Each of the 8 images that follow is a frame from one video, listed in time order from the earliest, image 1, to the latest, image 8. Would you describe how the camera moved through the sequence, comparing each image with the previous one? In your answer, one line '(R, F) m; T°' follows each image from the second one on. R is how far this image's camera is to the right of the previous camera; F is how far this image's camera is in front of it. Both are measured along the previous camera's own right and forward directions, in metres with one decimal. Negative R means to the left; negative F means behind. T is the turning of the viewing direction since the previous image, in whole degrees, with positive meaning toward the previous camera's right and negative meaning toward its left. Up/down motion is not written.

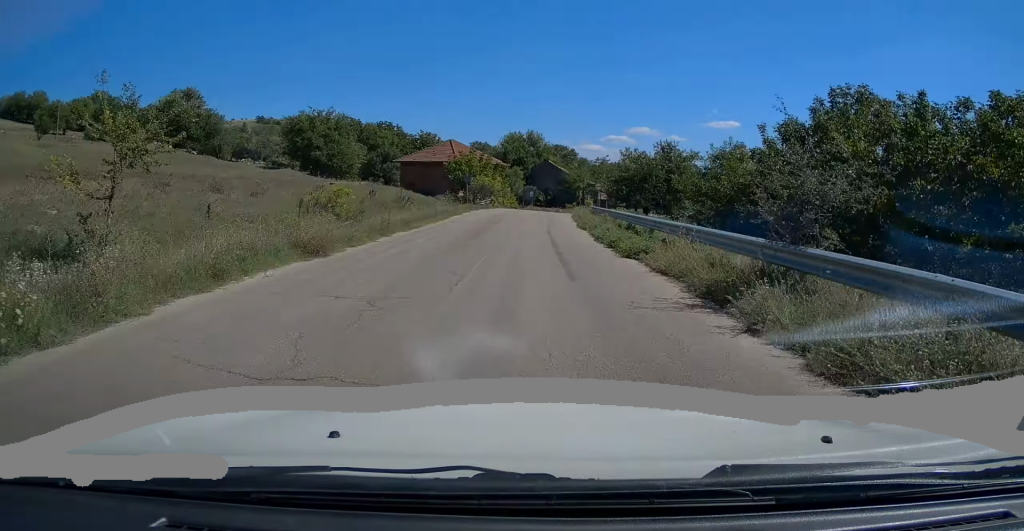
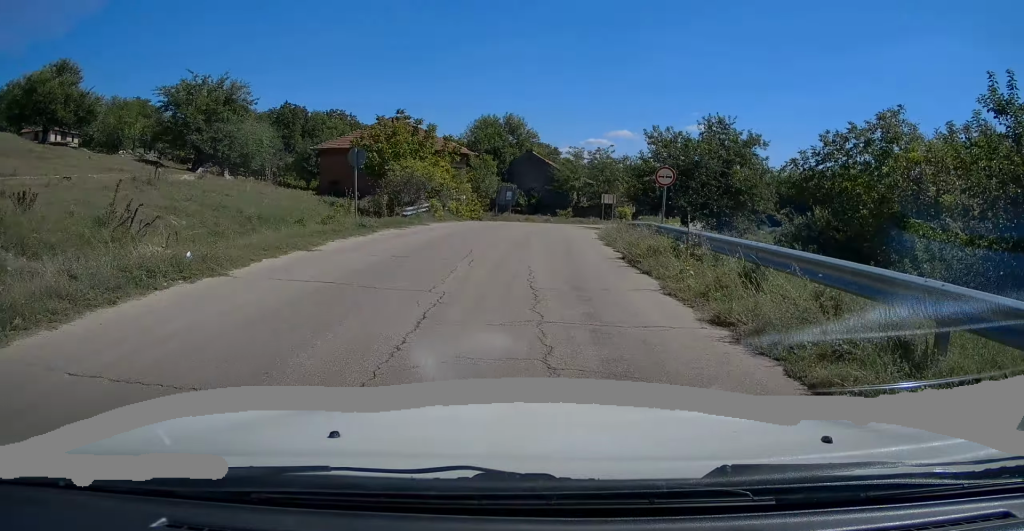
(+0.6, +24.4) m; +2°
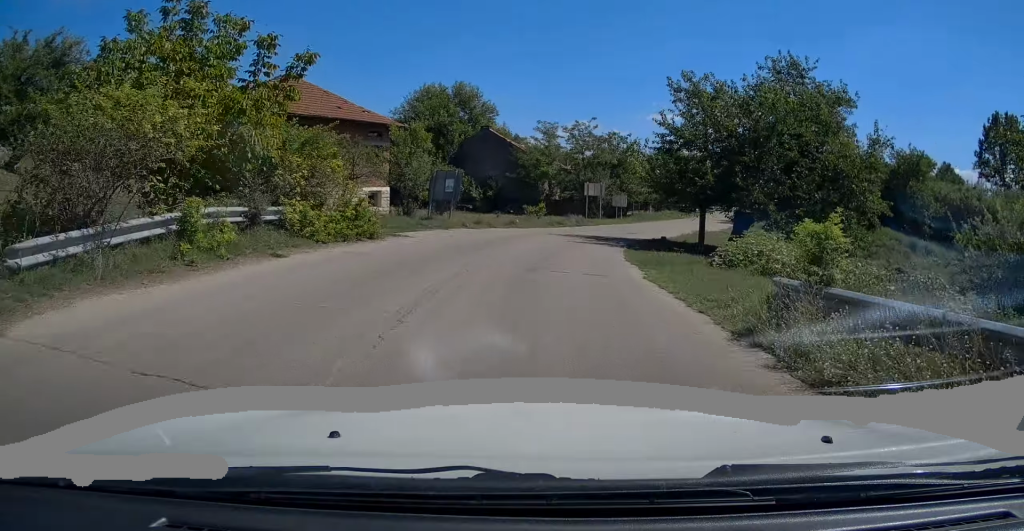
(+0.1, +17.9) m; +3°
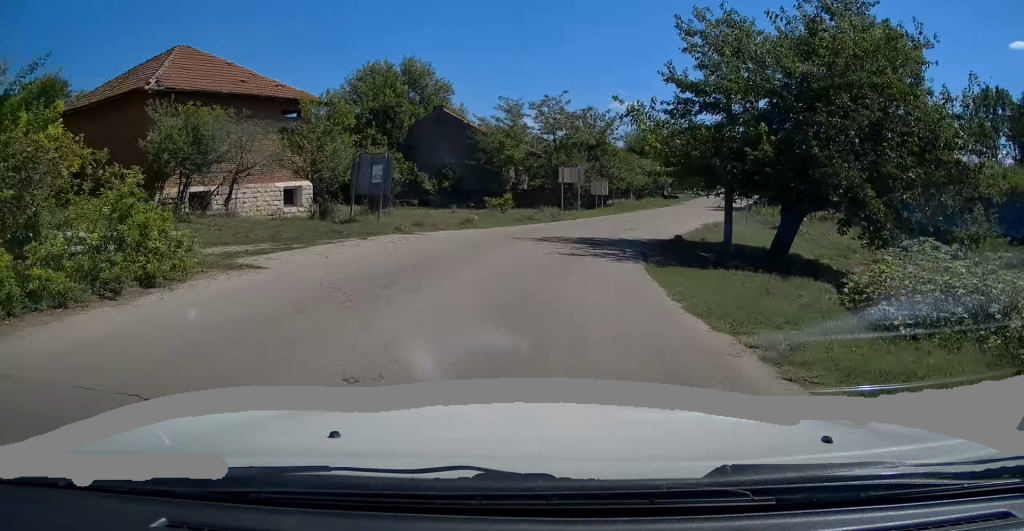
(+0.1, +8.5) m; +3°
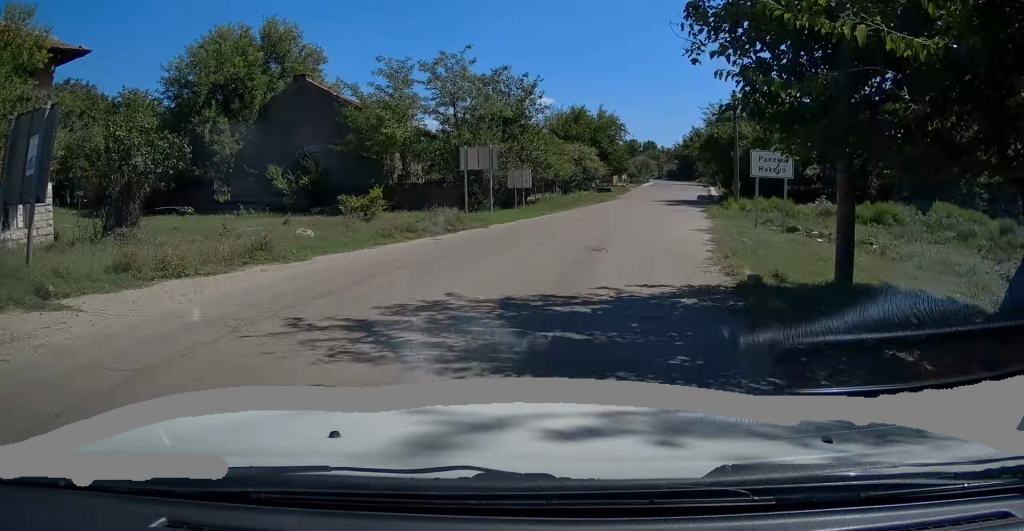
(+0.7, +12.9) m; +8°
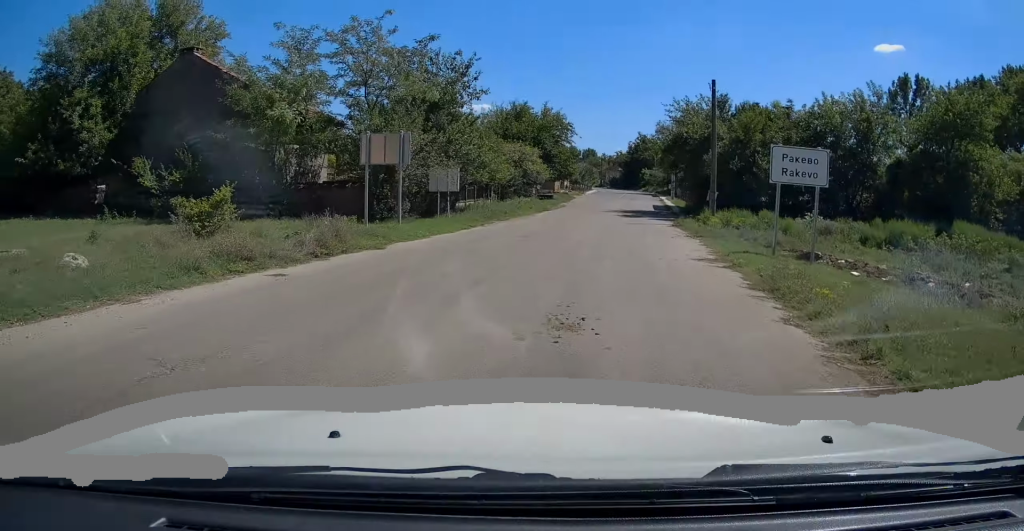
(+0.5, +7.0) m; +6°
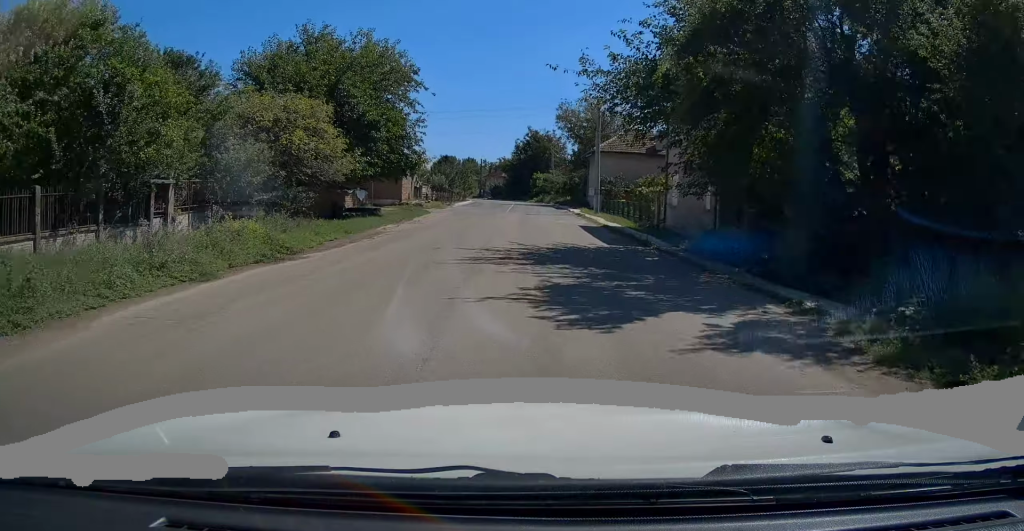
(+3.2, +26.8) m; +10°
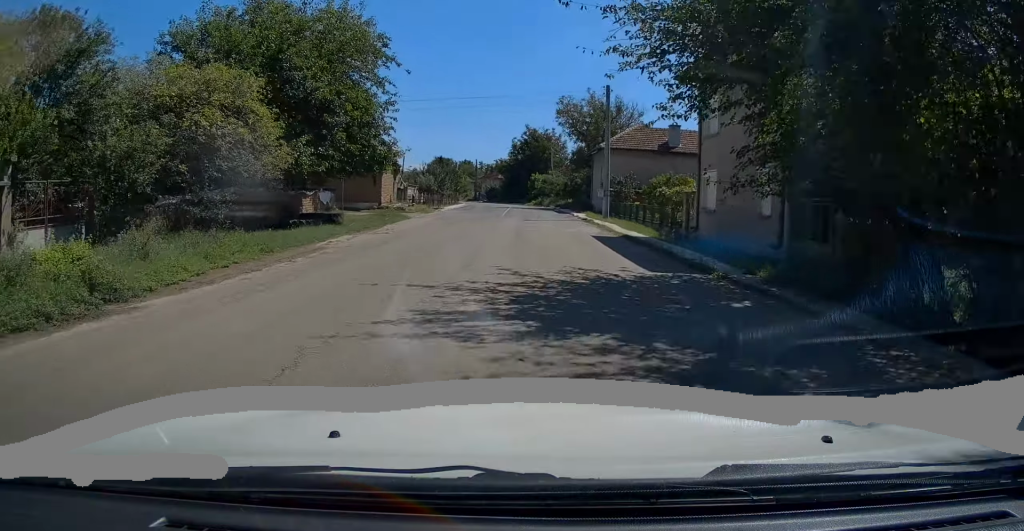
(+0.1, +5.7) m; 0°
